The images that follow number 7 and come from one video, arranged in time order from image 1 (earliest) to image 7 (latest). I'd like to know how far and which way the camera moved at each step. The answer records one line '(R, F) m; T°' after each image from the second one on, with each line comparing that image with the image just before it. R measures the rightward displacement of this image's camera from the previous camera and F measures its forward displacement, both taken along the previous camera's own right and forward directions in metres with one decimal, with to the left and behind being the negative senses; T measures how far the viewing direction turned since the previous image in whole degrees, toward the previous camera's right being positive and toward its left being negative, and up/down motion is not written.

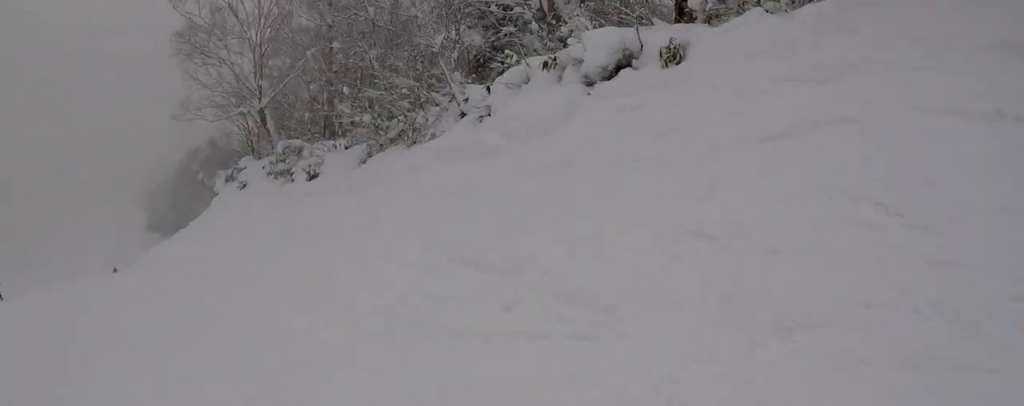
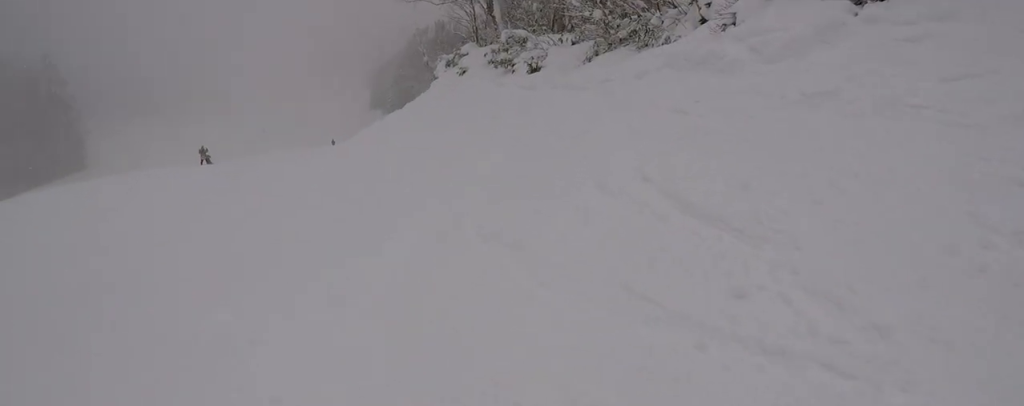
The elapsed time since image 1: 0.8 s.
(-0.3, +1.9) m; -35°
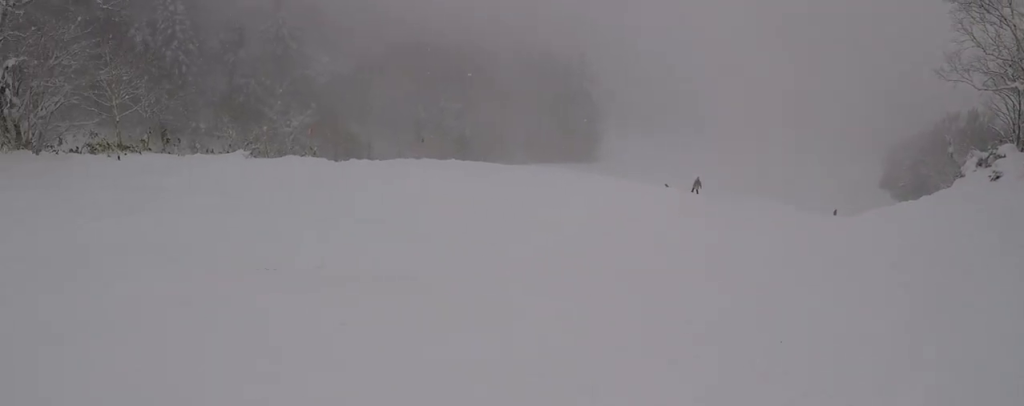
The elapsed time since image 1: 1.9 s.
(-1.9, +2.8) m; -38°
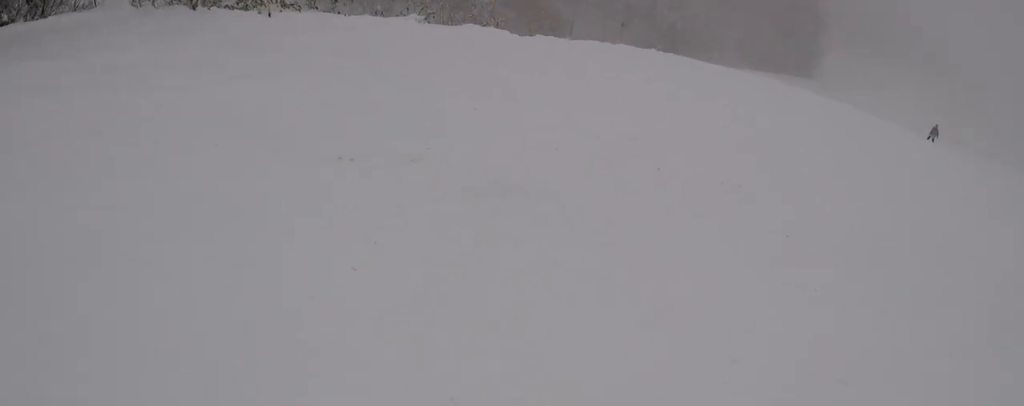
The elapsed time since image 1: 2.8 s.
(-0.2, +3.1) m; -2°
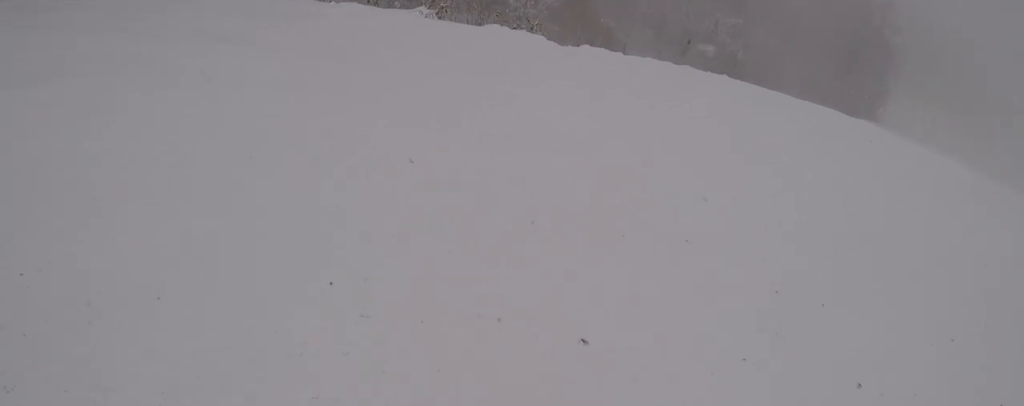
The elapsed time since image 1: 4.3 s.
(-1.5, +5.8) m; -21°
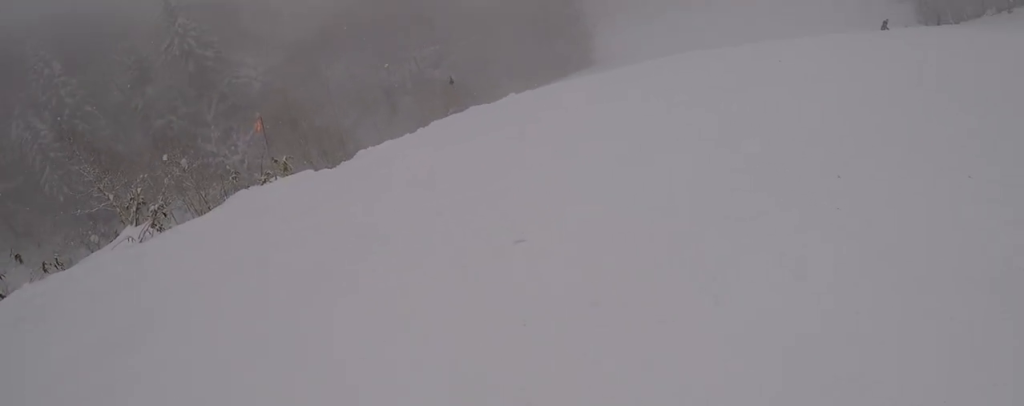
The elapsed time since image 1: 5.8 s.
(+2.1, +7.5) m; +41°
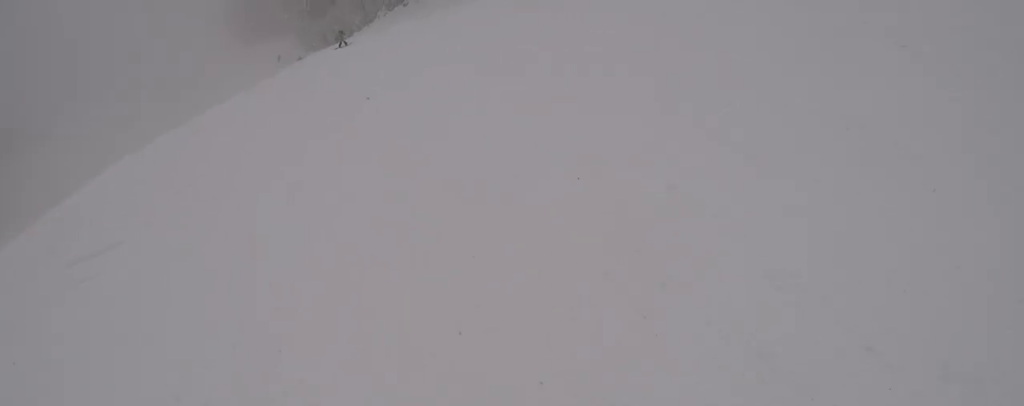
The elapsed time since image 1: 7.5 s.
(+4.1, +8.7) m; +39°
